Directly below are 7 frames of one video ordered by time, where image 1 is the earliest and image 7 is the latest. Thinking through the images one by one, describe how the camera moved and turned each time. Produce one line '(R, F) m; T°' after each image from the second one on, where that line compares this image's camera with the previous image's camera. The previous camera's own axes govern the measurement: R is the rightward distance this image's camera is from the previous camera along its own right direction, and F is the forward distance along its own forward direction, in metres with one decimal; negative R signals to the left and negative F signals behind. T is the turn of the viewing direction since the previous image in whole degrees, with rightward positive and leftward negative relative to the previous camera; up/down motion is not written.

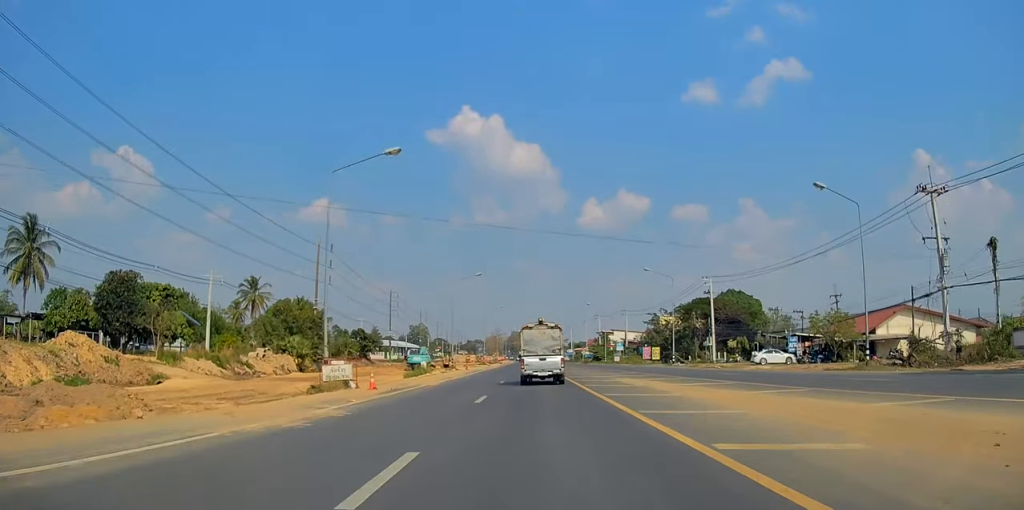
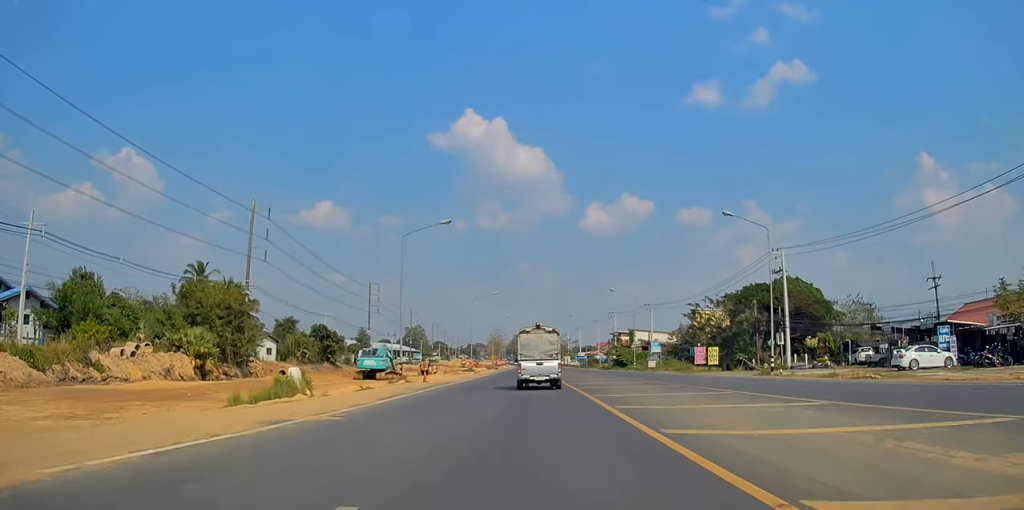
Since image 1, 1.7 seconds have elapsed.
(+0.2, +26.5) m; +1°
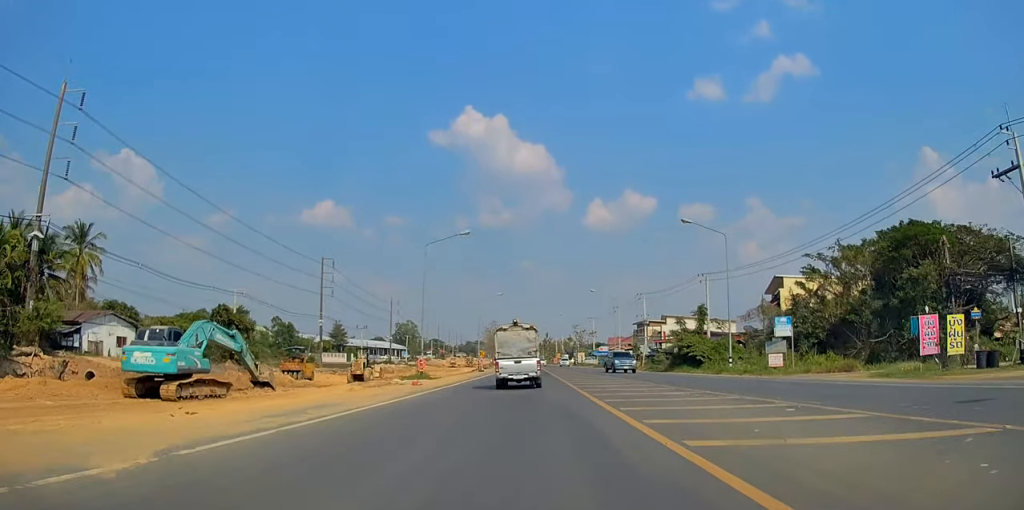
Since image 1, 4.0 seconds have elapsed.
(+0.2, +35.9) m; 0°
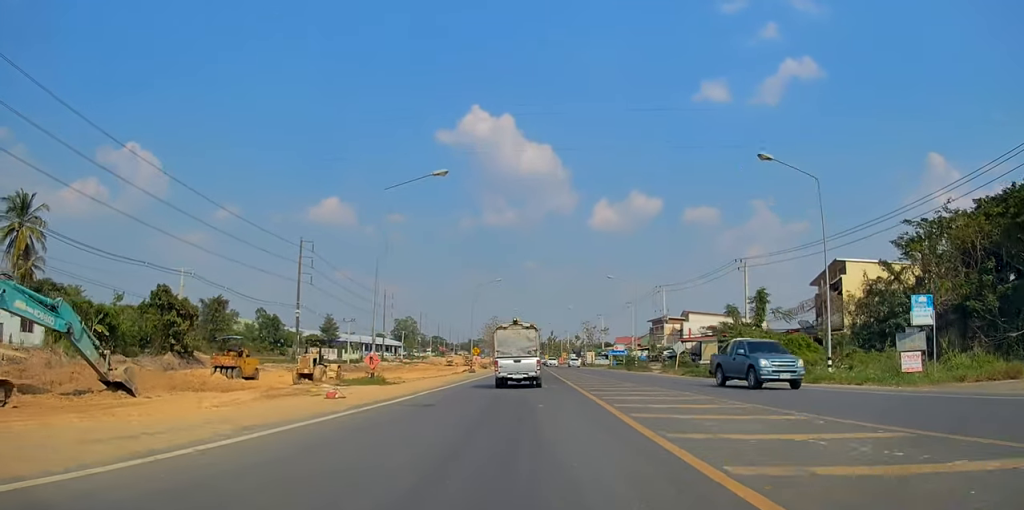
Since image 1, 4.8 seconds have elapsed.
(-0.1, +13.7) m; 0°
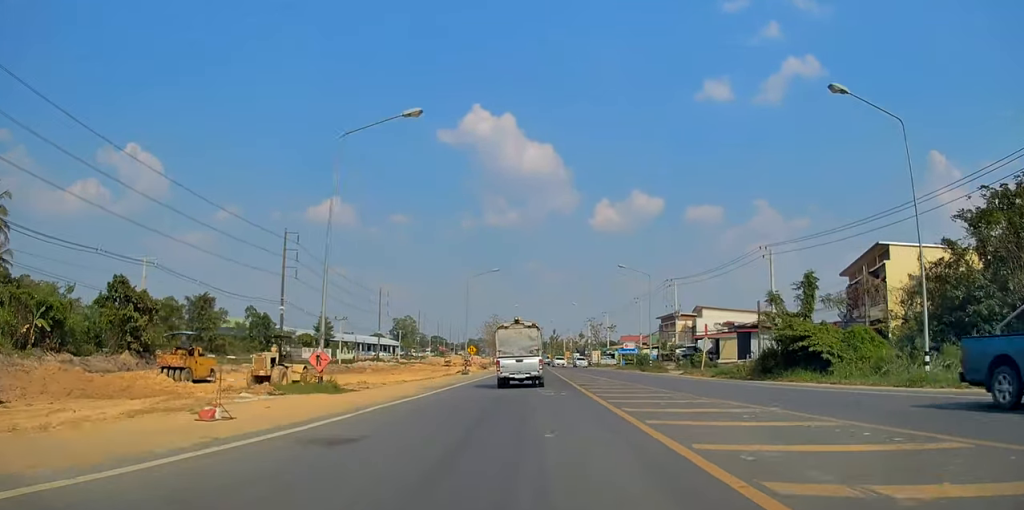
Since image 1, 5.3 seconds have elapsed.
(0.0, +7.6) m; 0°
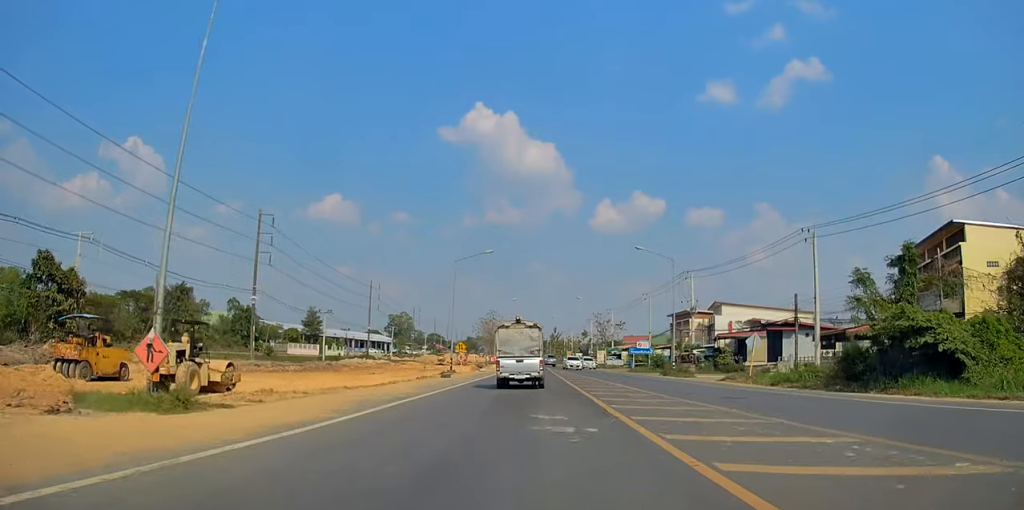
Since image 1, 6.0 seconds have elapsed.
(0.0, +10.2) m; 0°
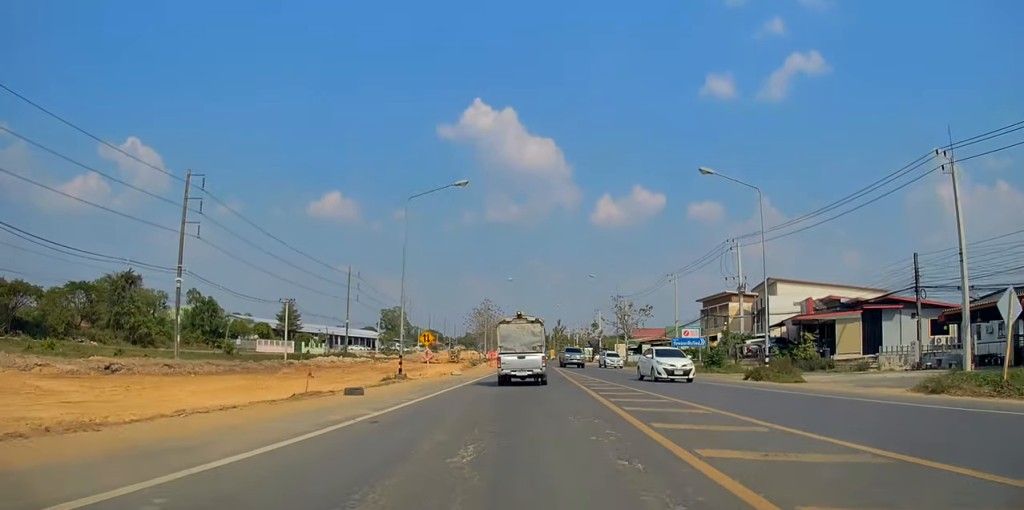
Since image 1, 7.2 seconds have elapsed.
(-0.1, +18.9) m; -1°
